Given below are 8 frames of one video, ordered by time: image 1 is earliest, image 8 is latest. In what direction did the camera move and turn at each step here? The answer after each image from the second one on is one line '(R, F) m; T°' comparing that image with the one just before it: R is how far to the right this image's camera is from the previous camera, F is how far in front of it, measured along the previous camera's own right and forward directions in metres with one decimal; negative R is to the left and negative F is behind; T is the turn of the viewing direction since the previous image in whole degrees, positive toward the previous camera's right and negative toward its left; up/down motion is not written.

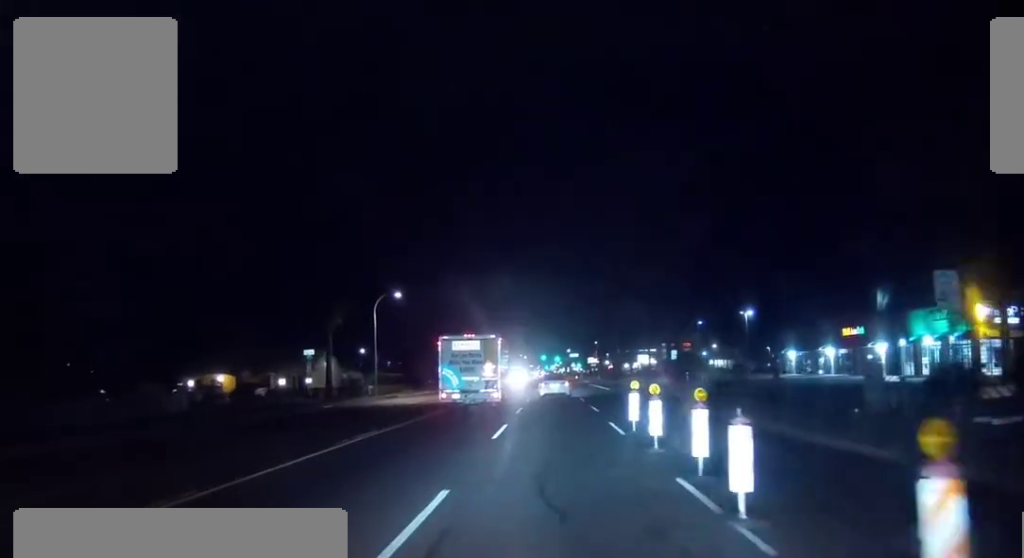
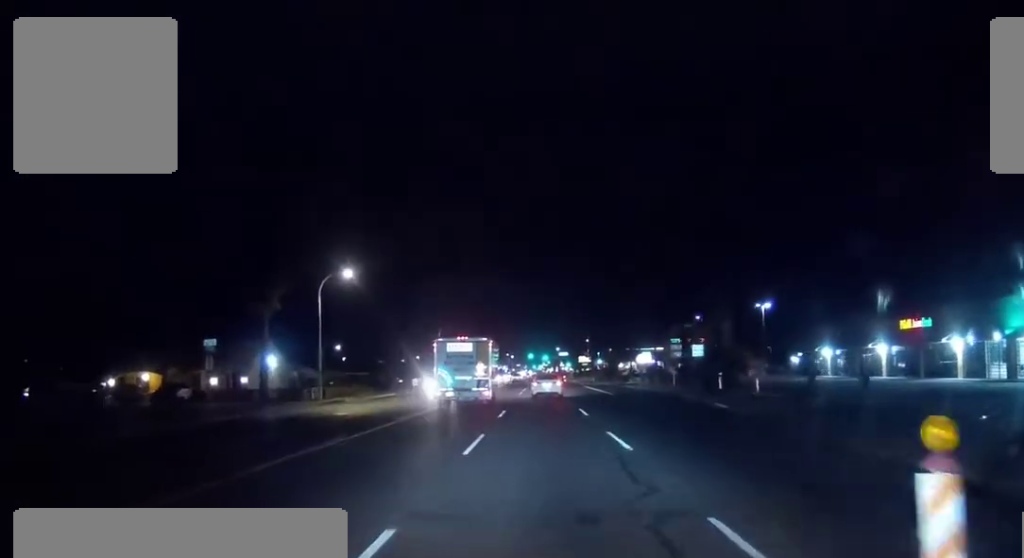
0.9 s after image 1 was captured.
(0.0, +15.2) m; 0°
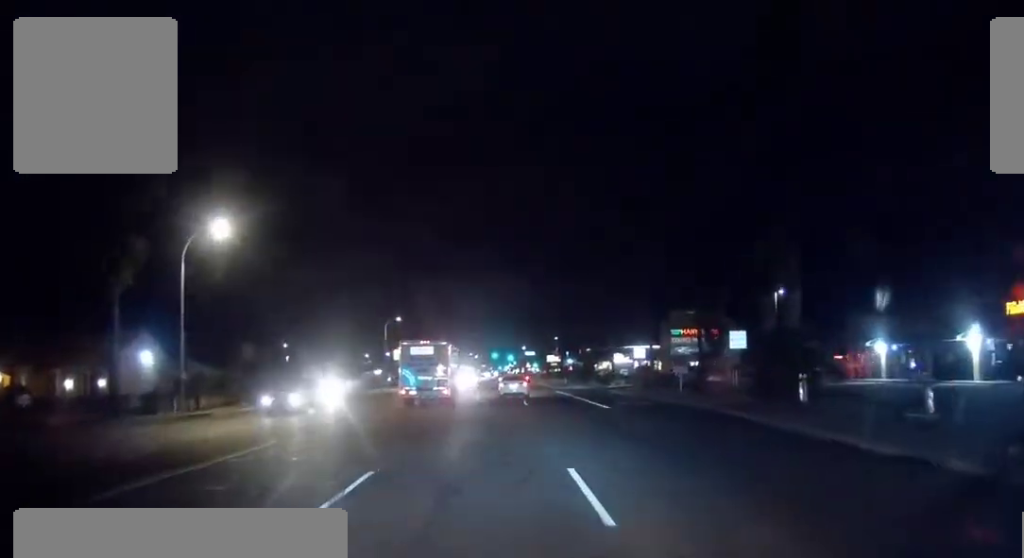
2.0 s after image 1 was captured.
(0.0, +19.6) m; +1°
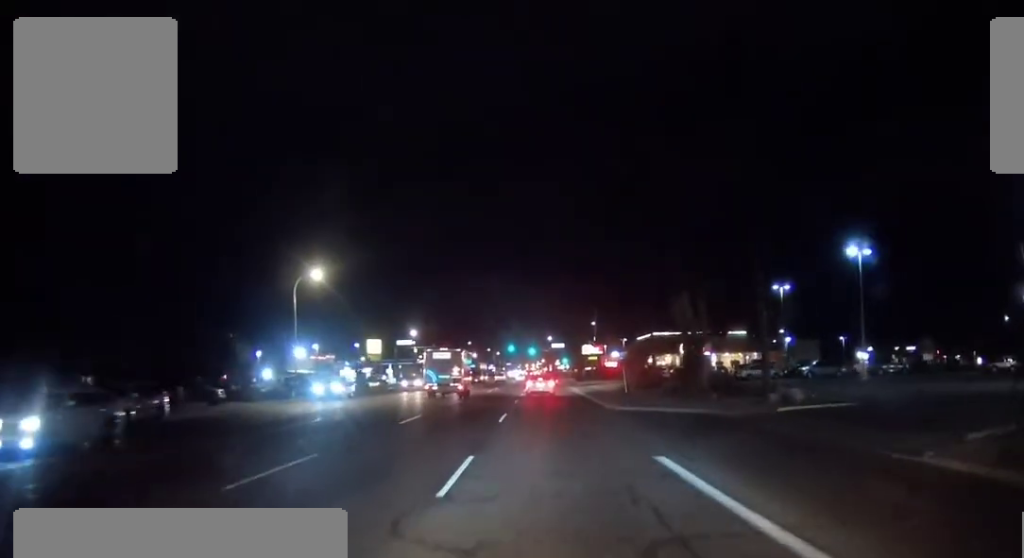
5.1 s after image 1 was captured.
(+1.2, +51.8) m; -1°
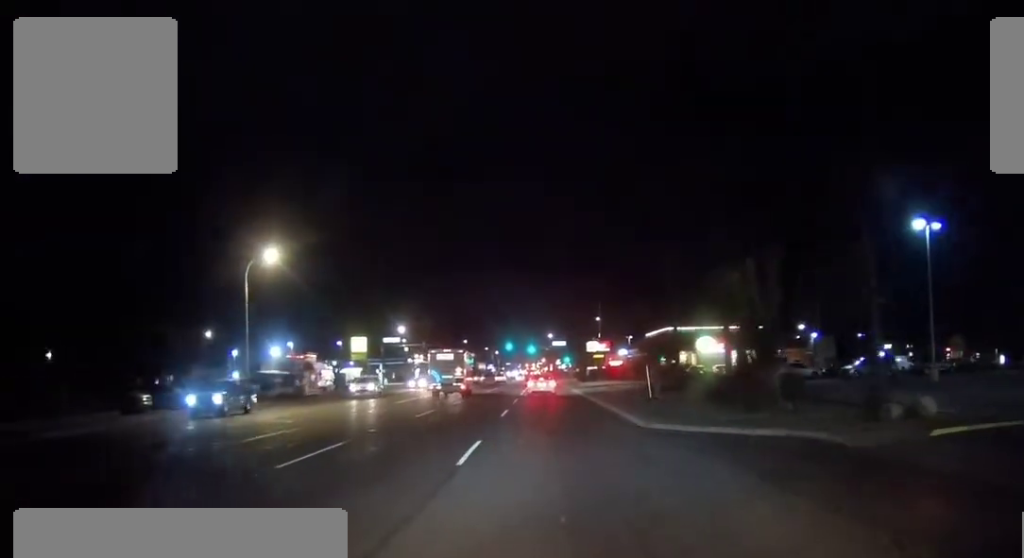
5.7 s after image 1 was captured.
(-0.1, +11.1) m; -1°
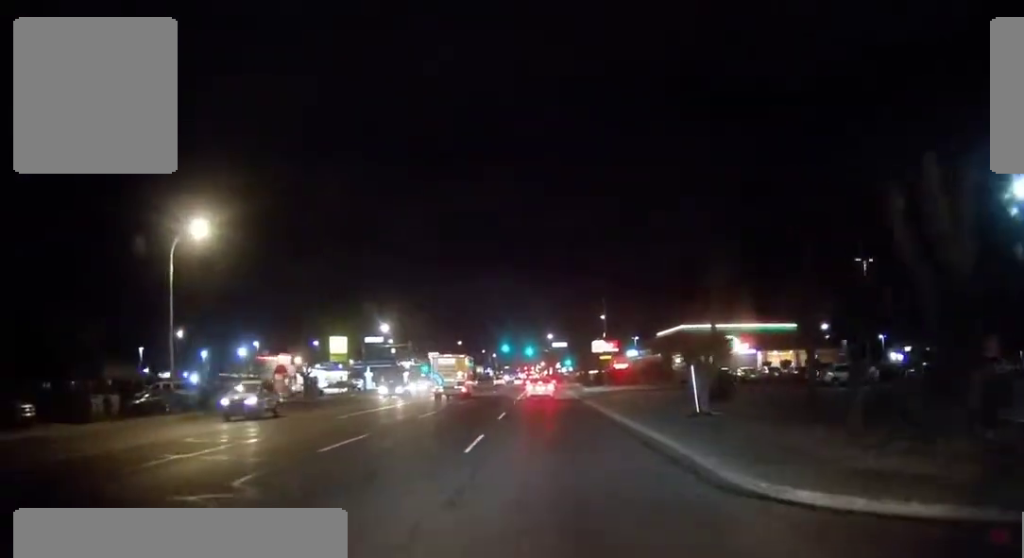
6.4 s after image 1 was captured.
(0.0, +11.9) m; 0°
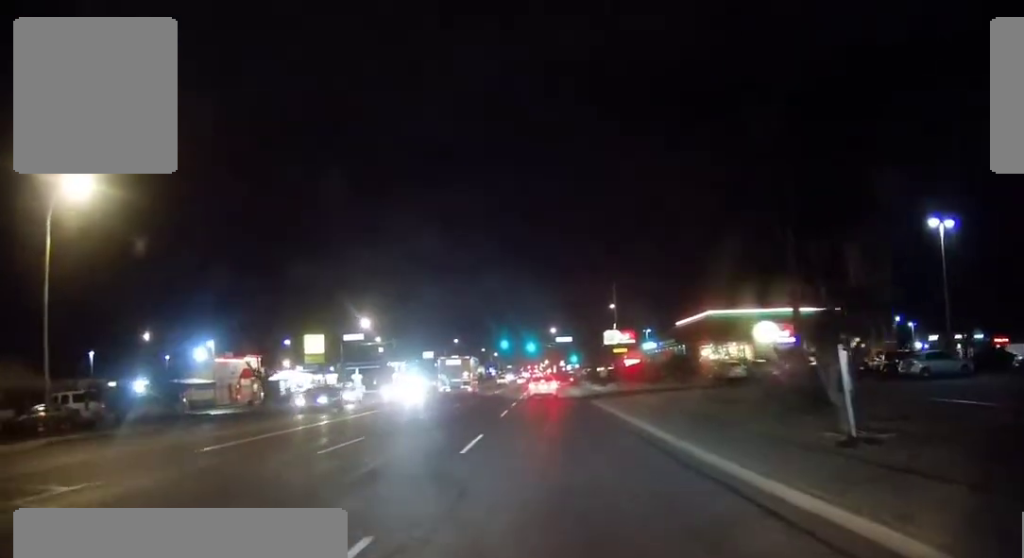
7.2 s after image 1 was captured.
(0.0, +12.9) m; +1°
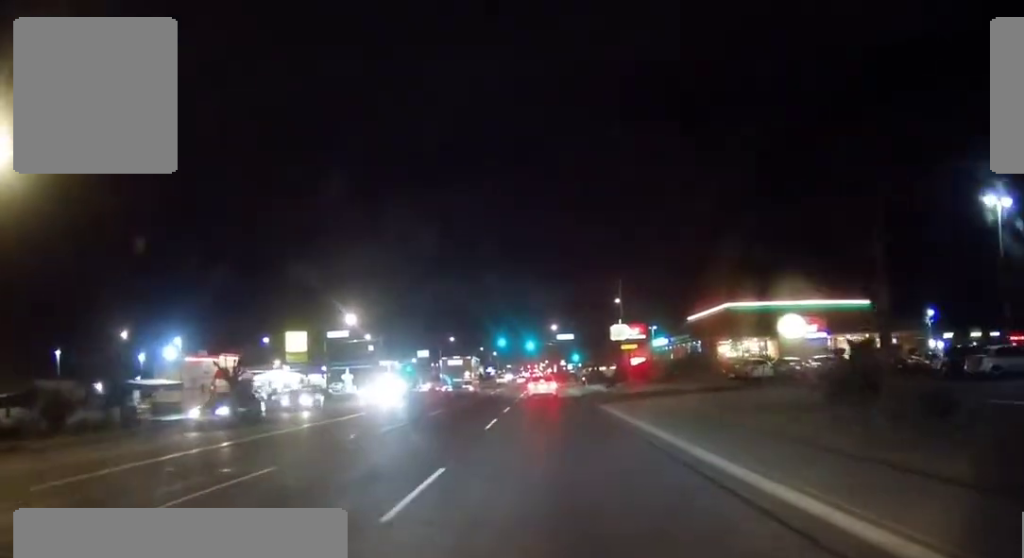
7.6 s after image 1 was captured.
(+0.1, +7.2) m; 0°
